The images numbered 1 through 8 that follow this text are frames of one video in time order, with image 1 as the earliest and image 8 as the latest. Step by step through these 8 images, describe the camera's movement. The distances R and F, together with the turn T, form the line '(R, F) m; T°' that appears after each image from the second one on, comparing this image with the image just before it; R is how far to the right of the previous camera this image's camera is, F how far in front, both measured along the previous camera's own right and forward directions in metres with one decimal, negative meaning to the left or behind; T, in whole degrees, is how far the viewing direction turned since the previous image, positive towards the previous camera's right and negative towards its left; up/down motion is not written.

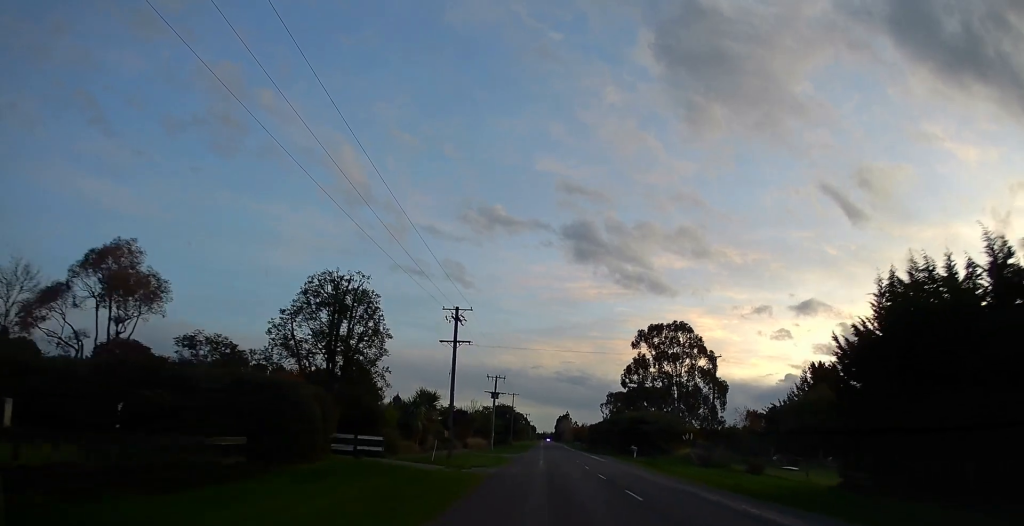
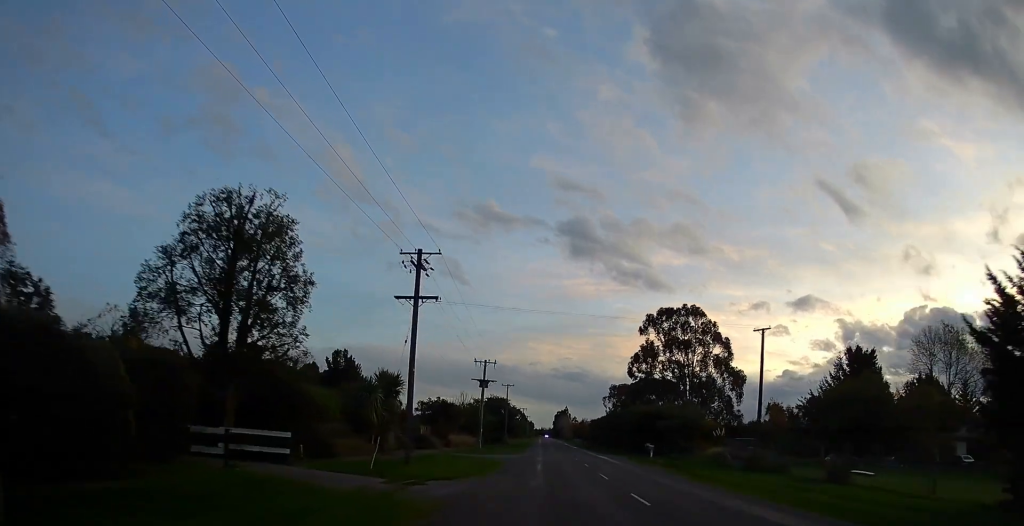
(+0.2, +11.7) m; -1°
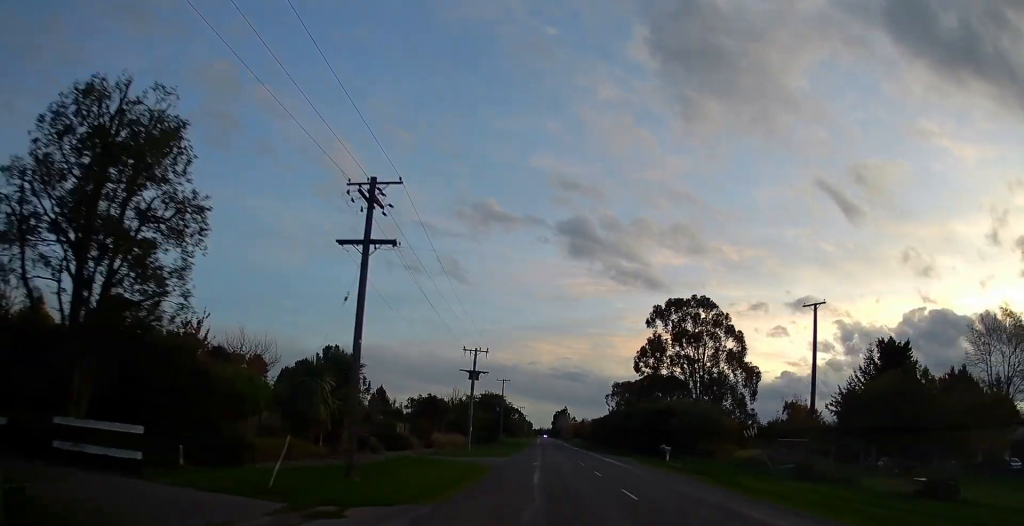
(+0.1, +8.1) m; 0°
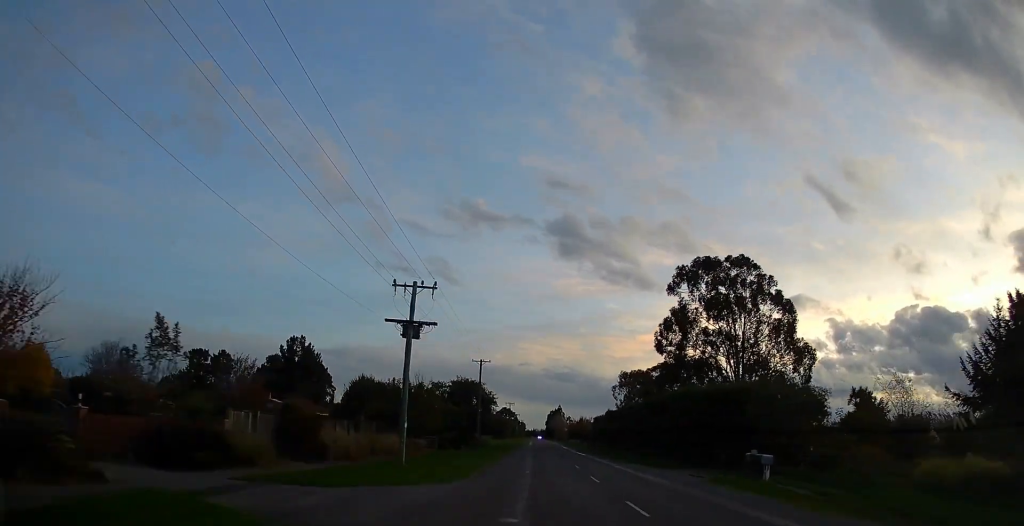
(-0.4, +23.9) m; 0°
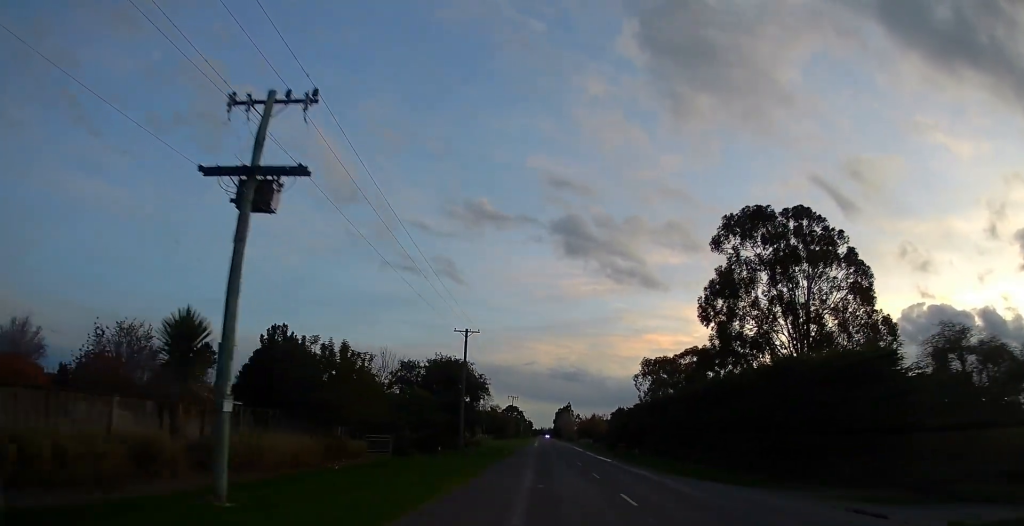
(+0.4, +18.1) m; +1°
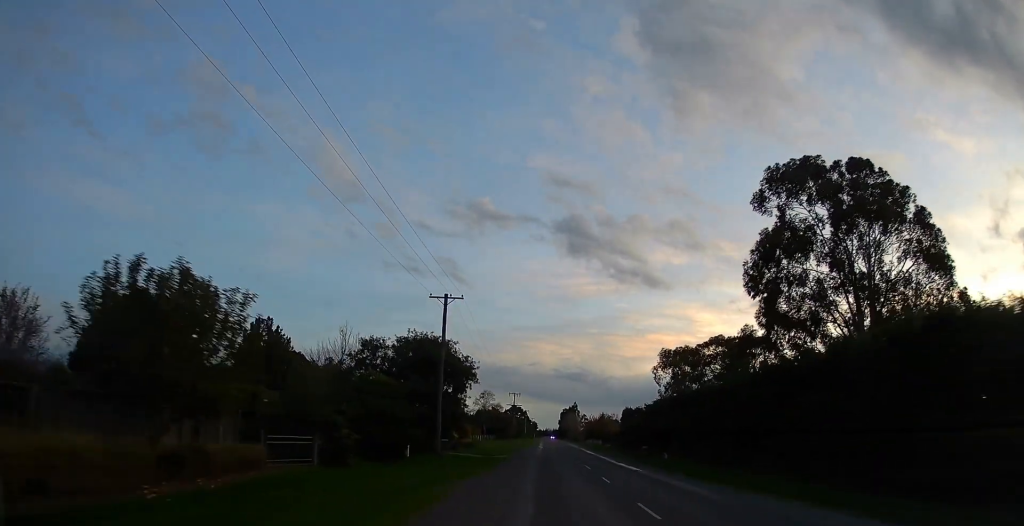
(-0.3, +12.3) m; +1°
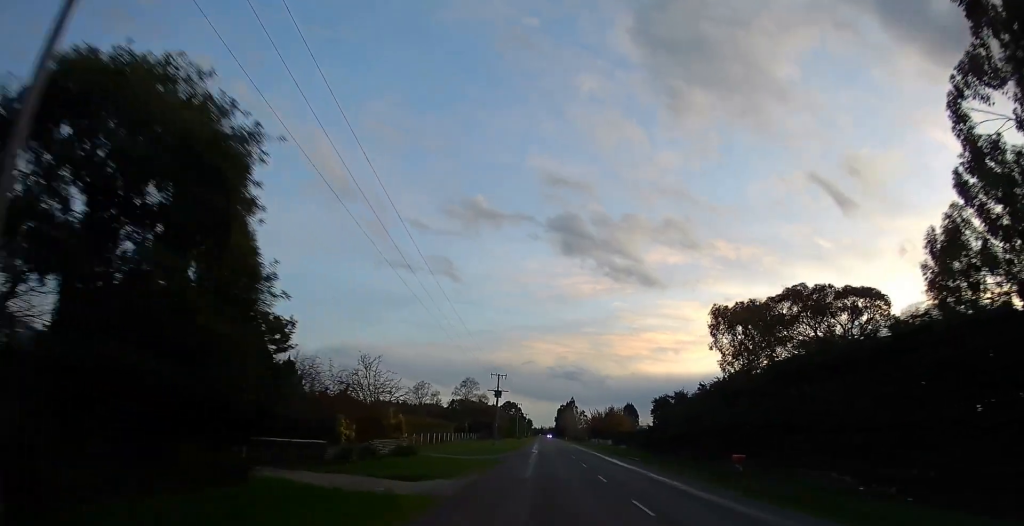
(+0.5, +30.1) m; -1°
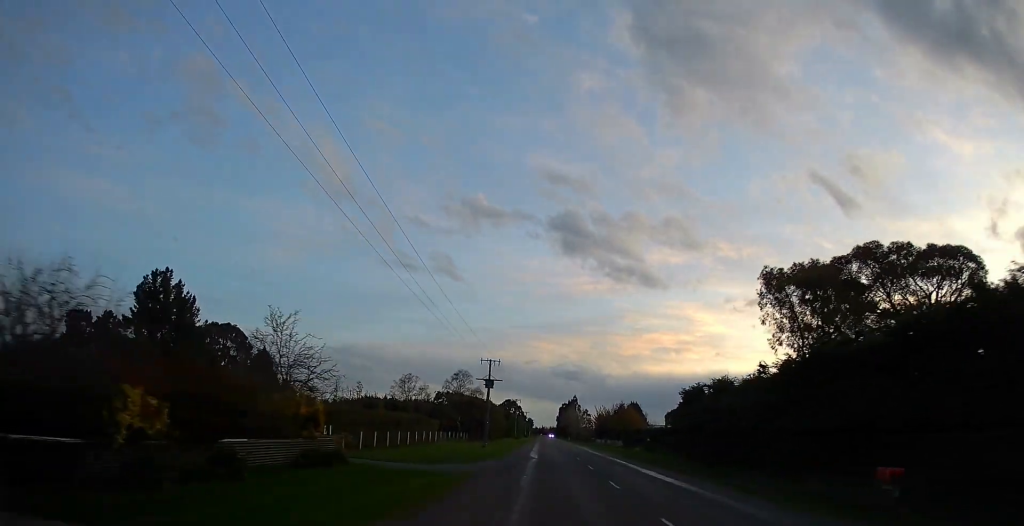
(-0.3, +13.9) m; -1°
